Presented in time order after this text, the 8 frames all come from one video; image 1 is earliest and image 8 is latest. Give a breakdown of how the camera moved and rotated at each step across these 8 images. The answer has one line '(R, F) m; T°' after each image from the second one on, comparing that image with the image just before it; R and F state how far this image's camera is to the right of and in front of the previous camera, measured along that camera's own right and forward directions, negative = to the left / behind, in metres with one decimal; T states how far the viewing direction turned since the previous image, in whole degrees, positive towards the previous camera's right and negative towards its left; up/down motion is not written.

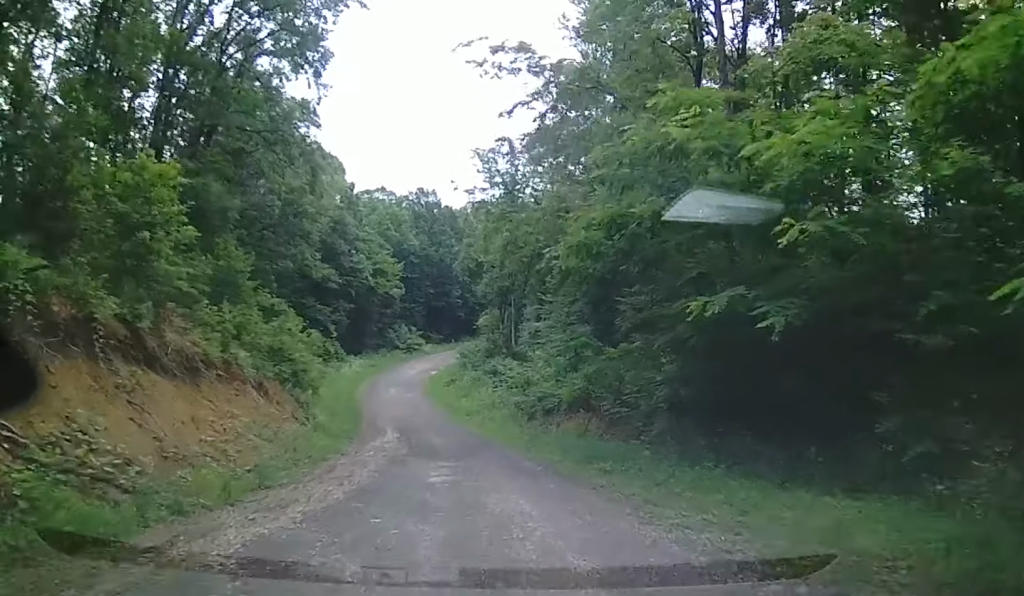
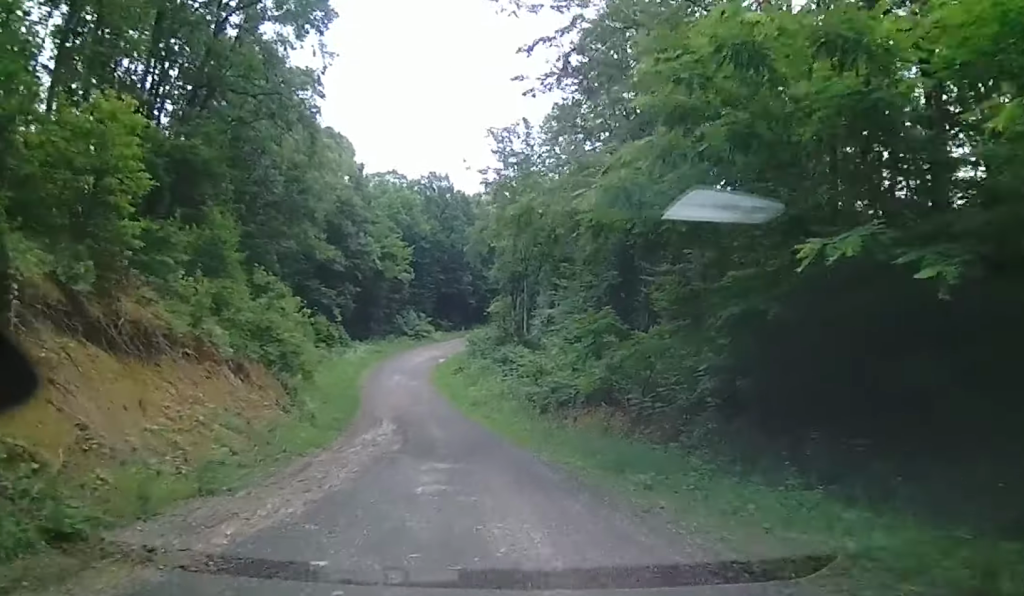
(-0.1, +2.9) m; -1°
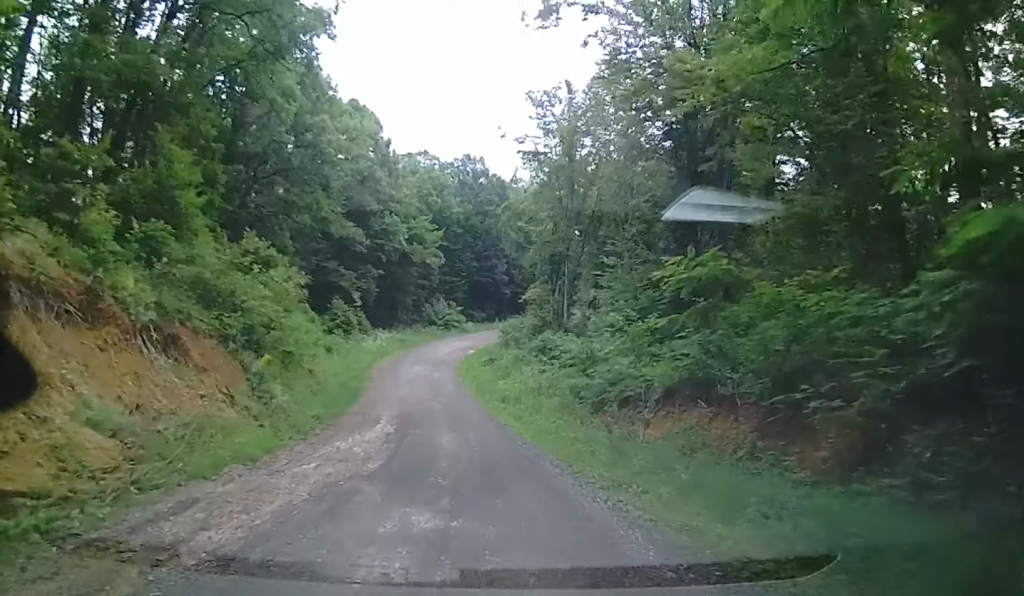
(0.0, +6.9) m; +2°
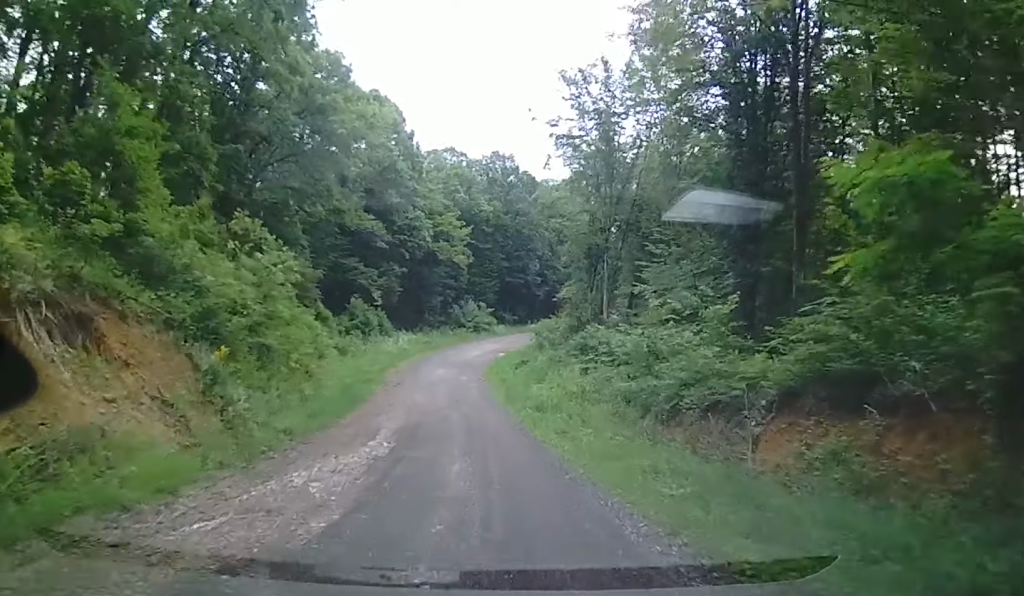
(+0.1, +5.1) m; +2°
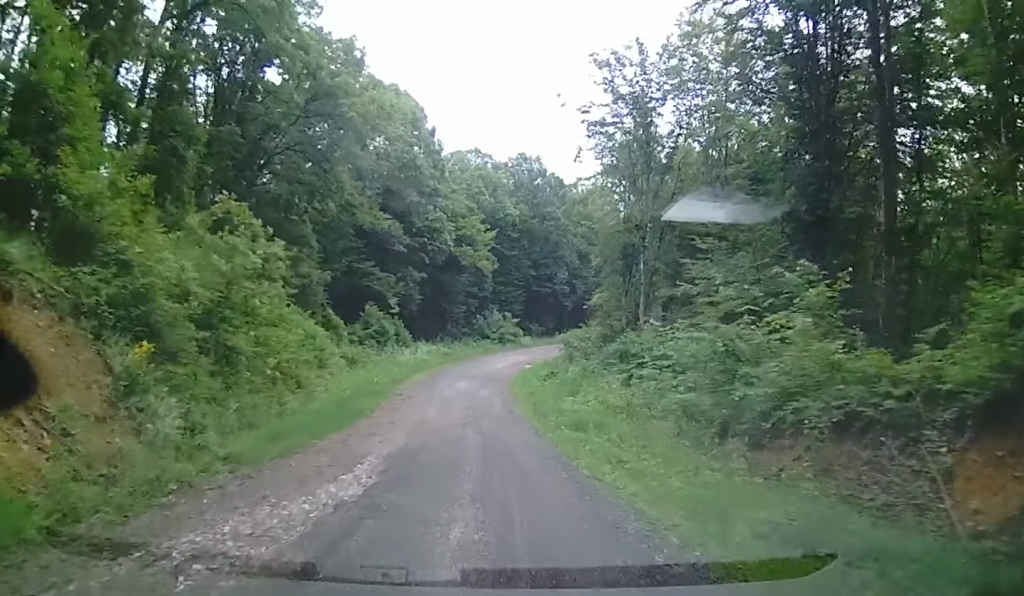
(+0.1, +4.4) m; +1°
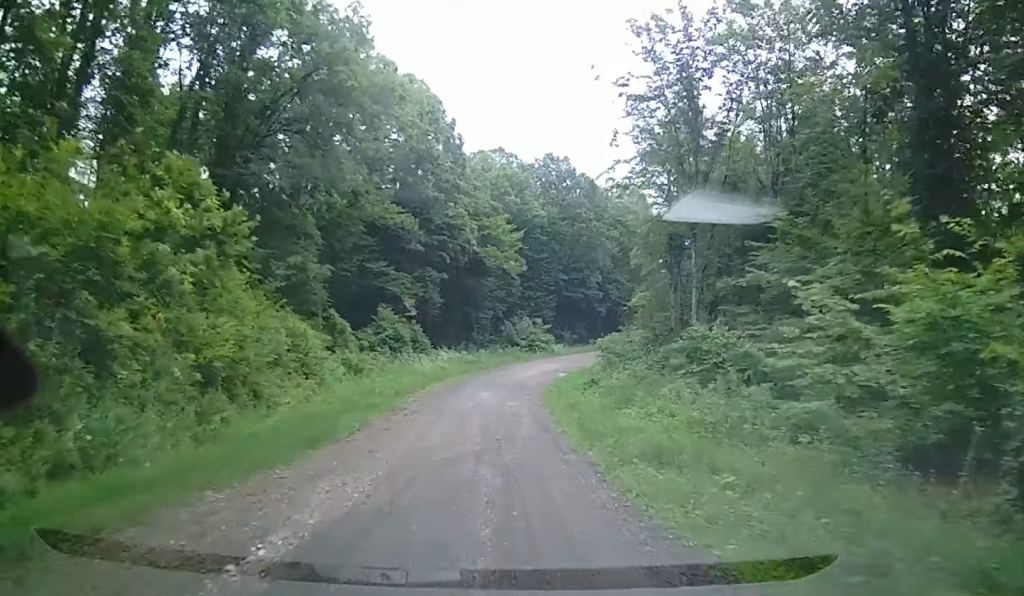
(0.0, +6.5) m; 0°
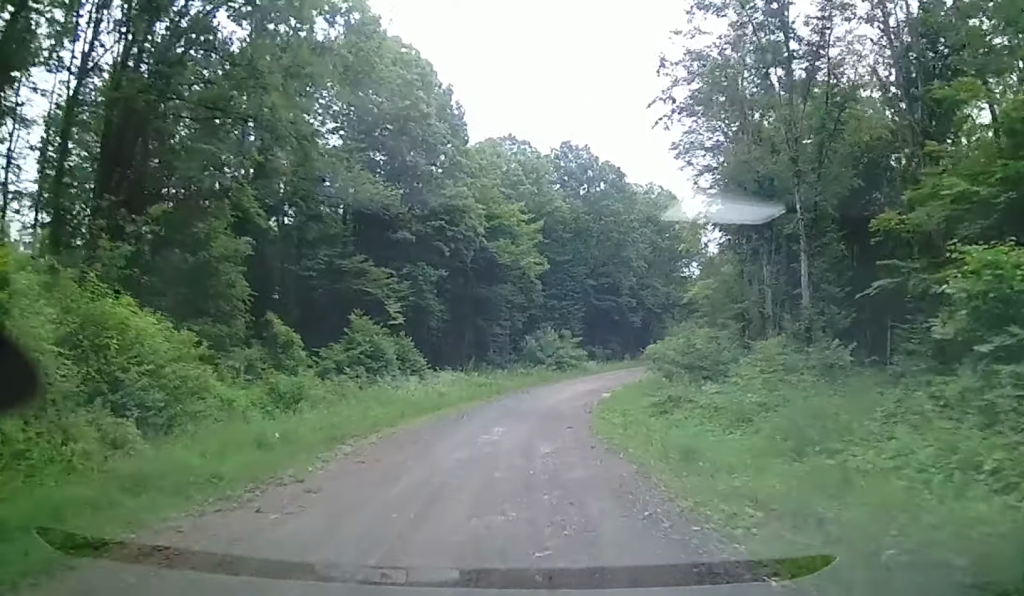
(-0.5, +13.8) m; -7°
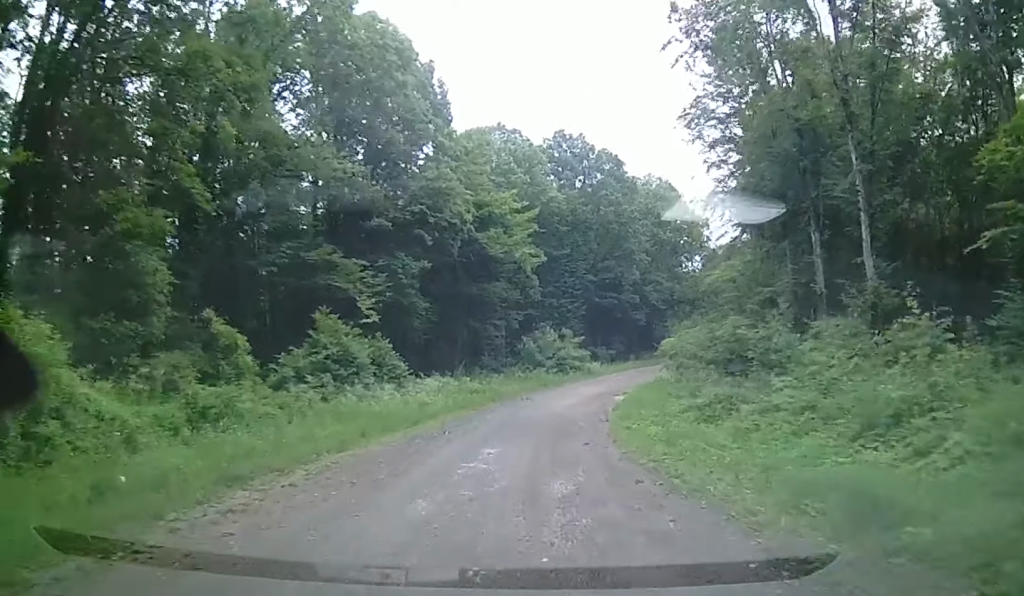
(-0.3, +5.9) m; -4°
